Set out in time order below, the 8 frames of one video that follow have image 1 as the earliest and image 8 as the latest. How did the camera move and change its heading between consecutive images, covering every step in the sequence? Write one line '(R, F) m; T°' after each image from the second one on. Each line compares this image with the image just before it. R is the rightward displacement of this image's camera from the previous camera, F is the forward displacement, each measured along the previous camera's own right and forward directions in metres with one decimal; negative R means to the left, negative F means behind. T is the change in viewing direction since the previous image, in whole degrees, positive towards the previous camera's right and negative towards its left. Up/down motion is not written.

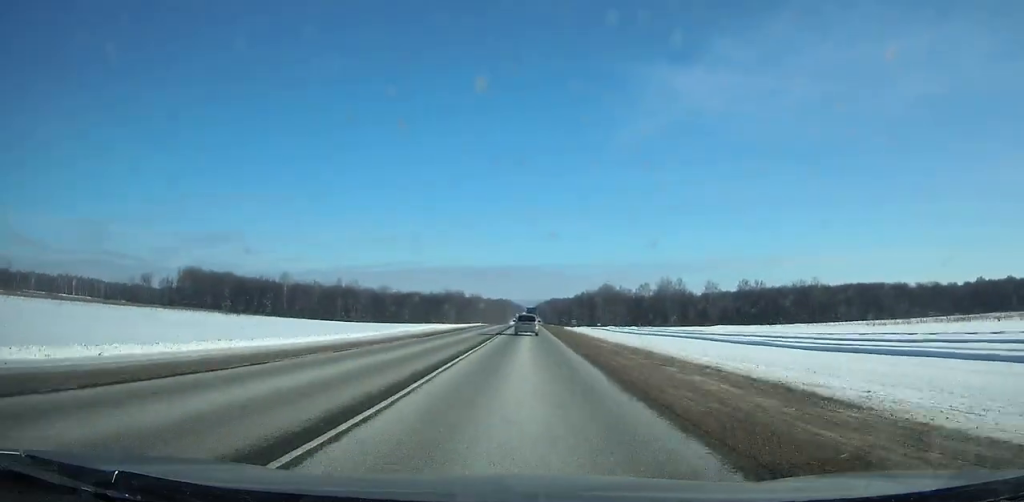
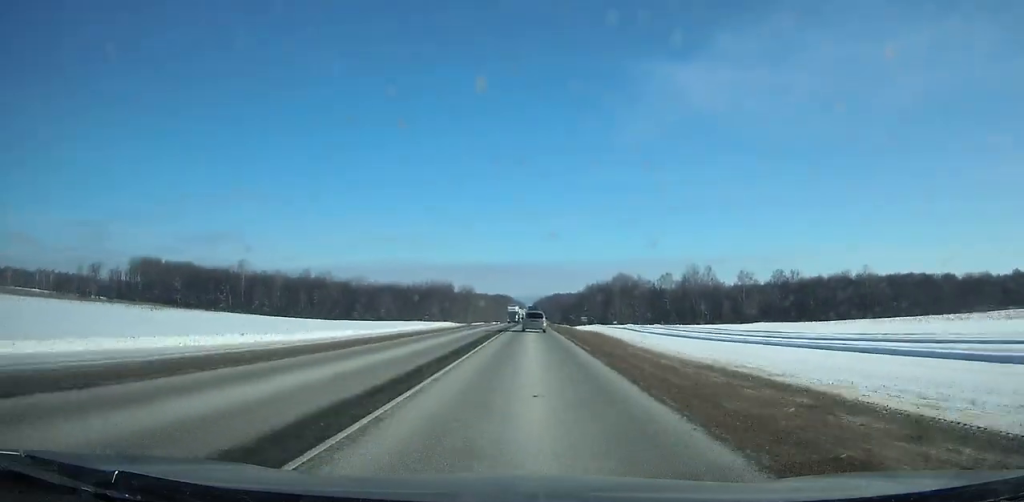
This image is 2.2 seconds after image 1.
(+0.2, +50.0) m; 0°
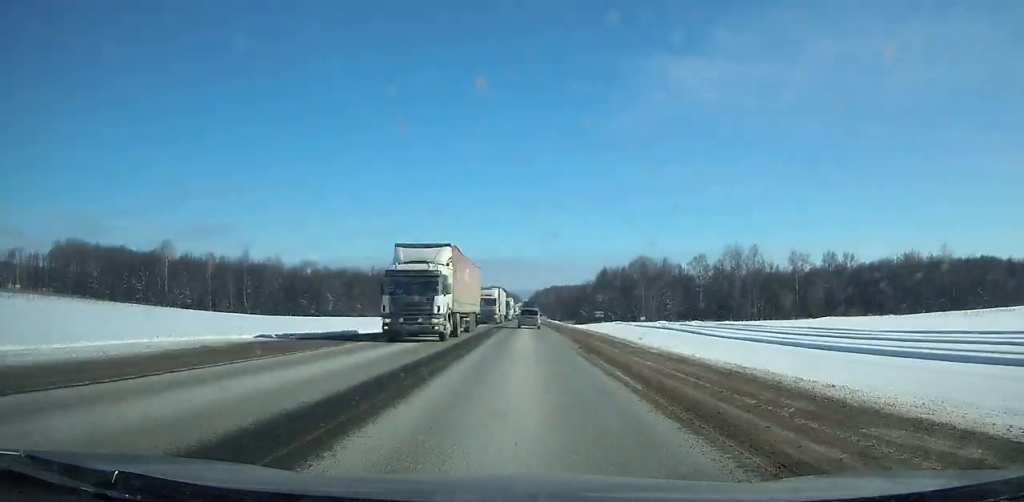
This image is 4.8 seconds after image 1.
(+0.2, +59.2) m; 0°
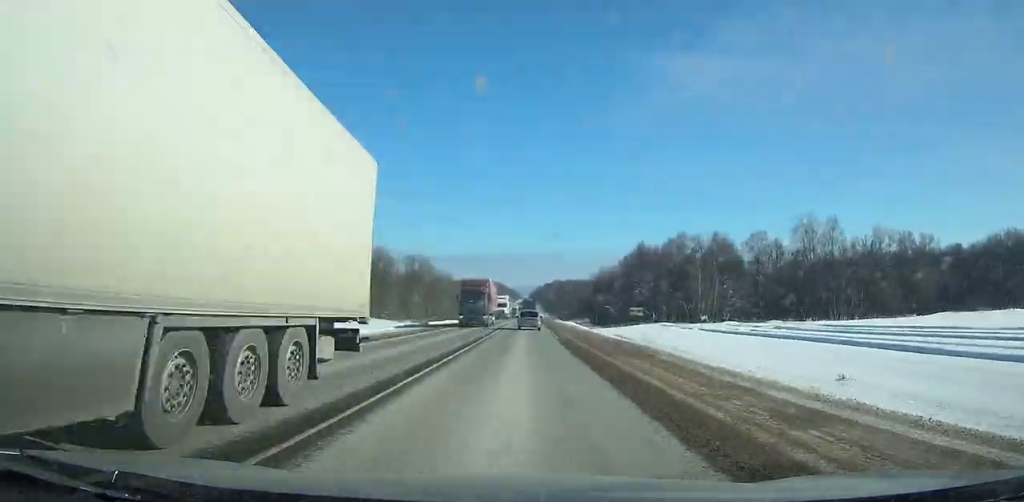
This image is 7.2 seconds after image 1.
(+0.1, +54.6) m; 0°
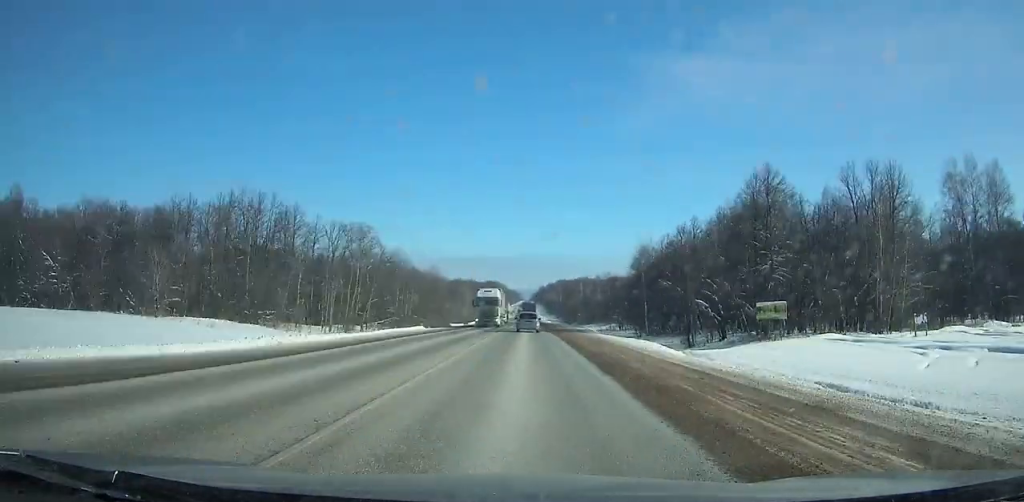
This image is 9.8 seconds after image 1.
(-0.1, +59.4) m; 0°
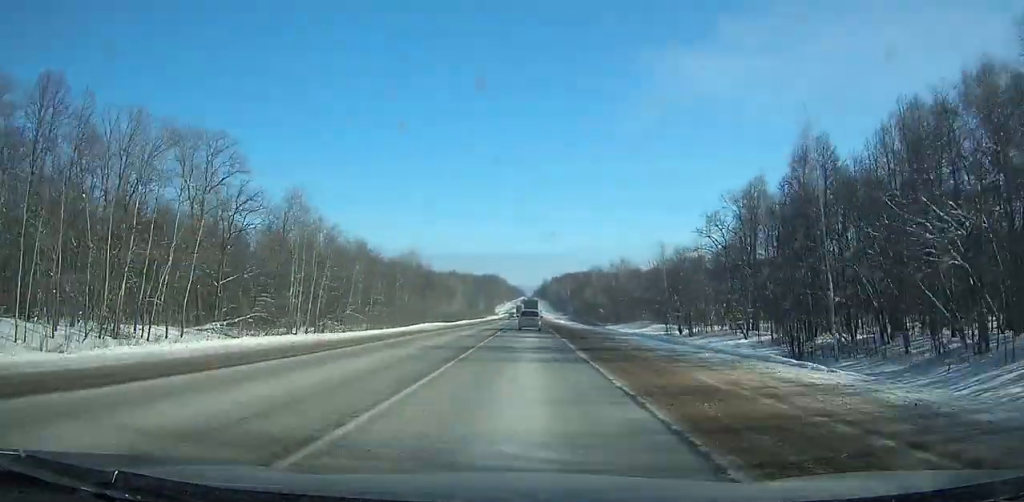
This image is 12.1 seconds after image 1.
(-0.1, +52.5) m; 0°
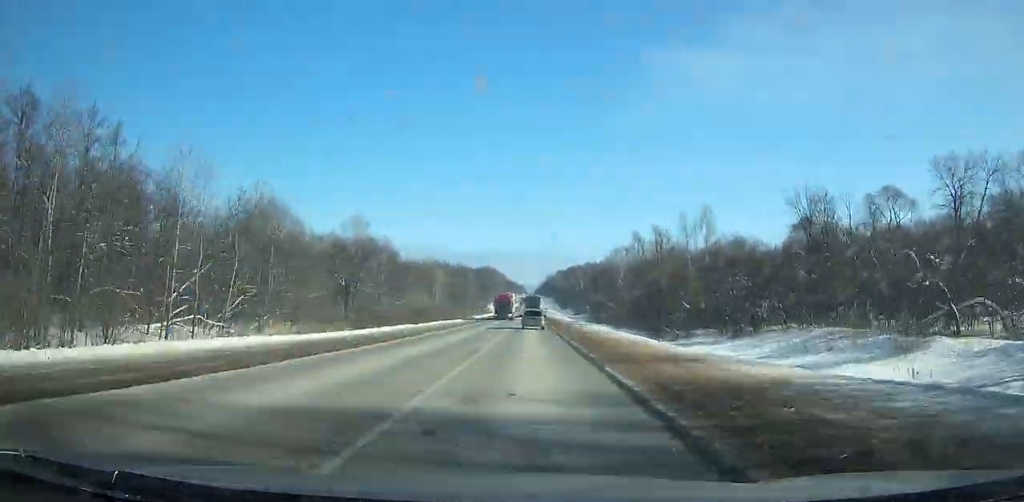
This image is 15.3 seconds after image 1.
(-0.2, +73.0) m; 0°
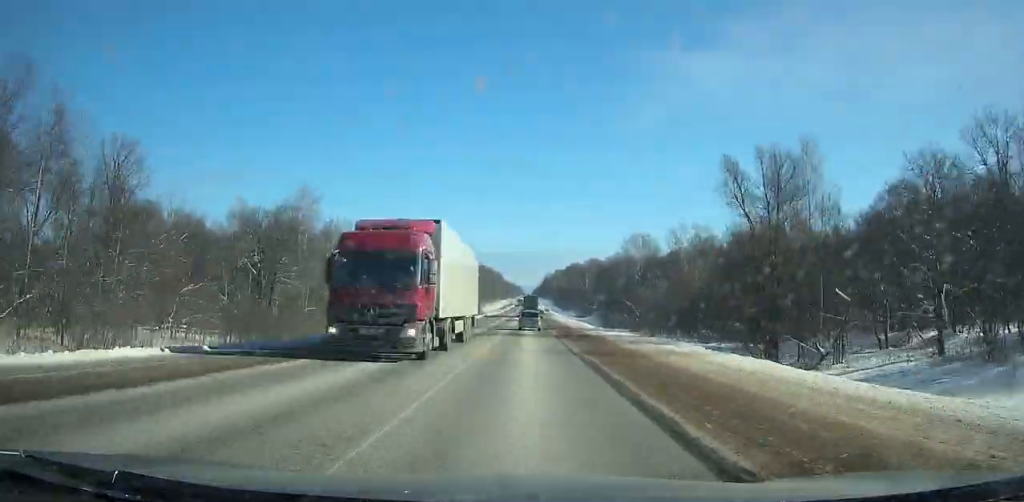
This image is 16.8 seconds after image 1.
(+0.1, +34.1) m; 0°
